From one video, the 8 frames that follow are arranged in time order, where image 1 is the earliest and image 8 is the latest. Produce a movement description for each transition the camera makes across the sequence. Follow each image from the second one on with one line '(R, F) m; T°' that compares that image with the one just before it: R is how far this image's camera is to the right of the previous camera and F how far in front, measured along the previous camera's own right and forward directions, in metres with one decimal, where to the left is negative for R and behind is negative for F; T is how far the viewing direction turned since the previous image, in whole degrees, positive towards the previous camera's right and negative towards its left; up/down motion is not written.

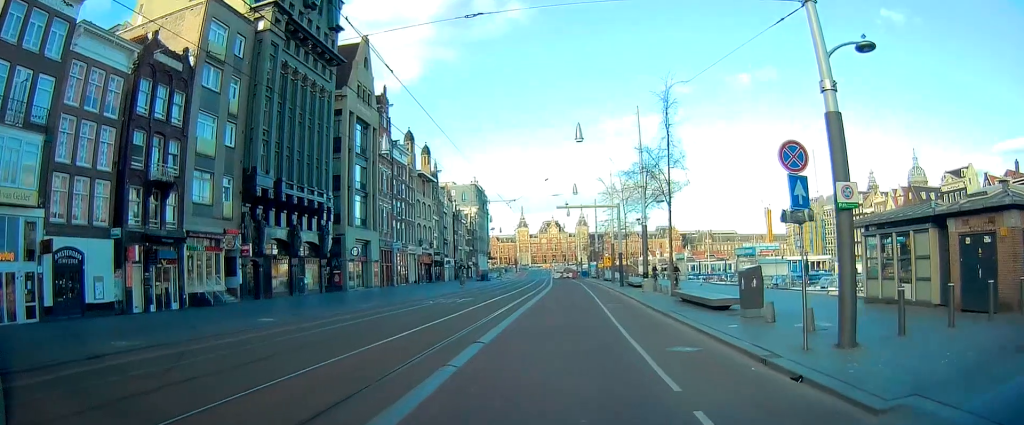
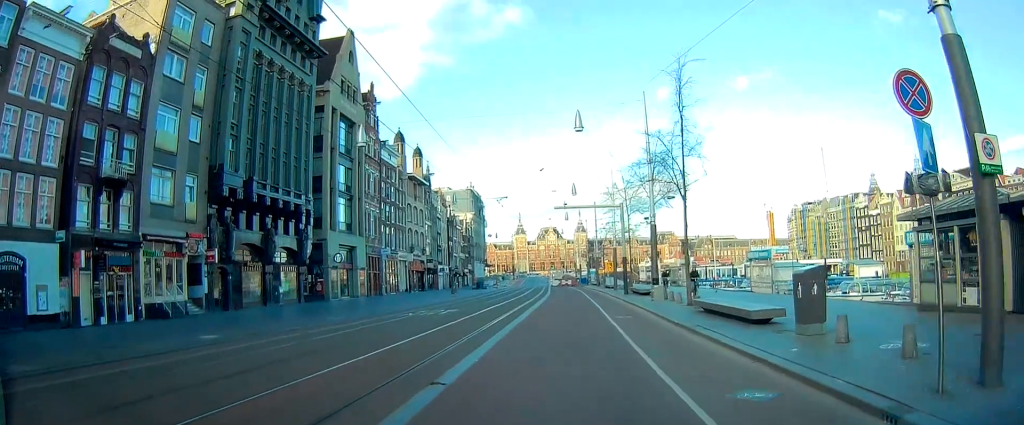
(+0.2, +4.0) m; +3°
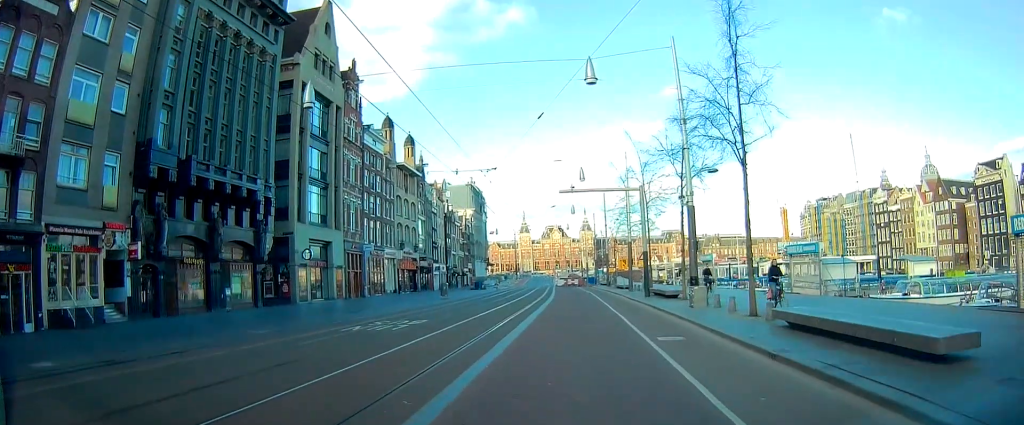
(+0.1, +7.6) m; 0°
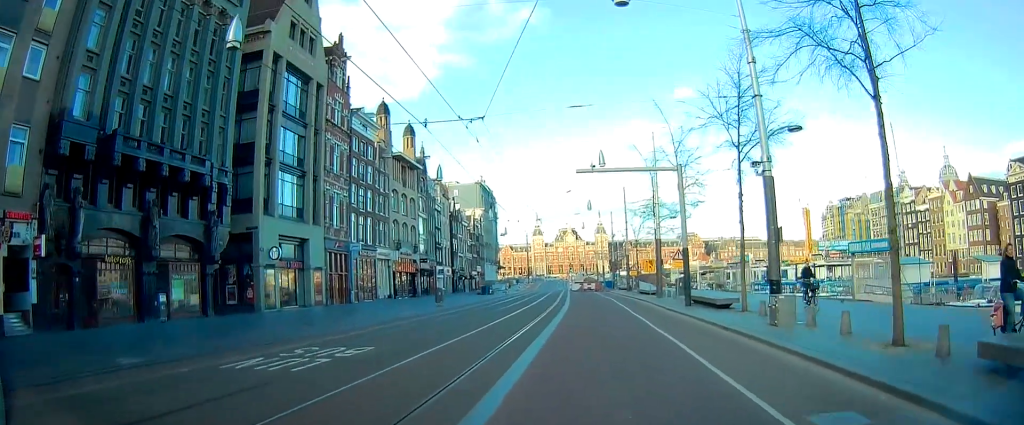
(-0.1, +7.4) m; -2°
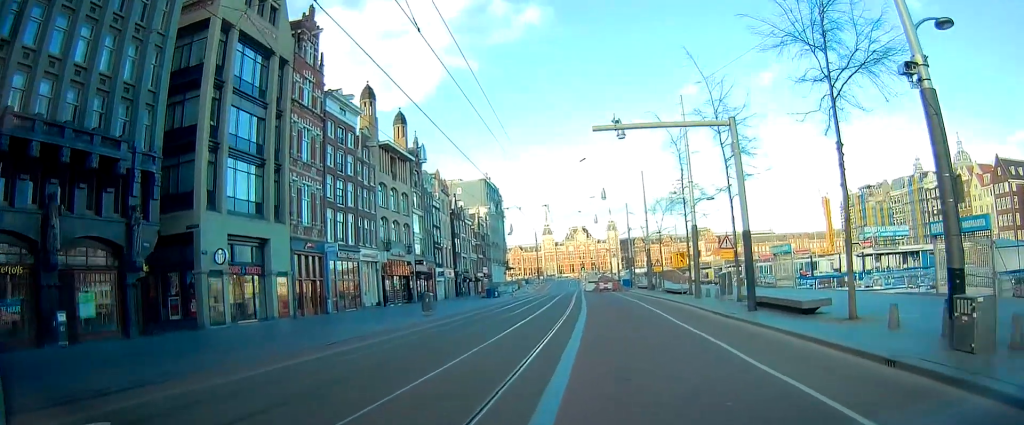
(-0.2, +7.5) m; -2°
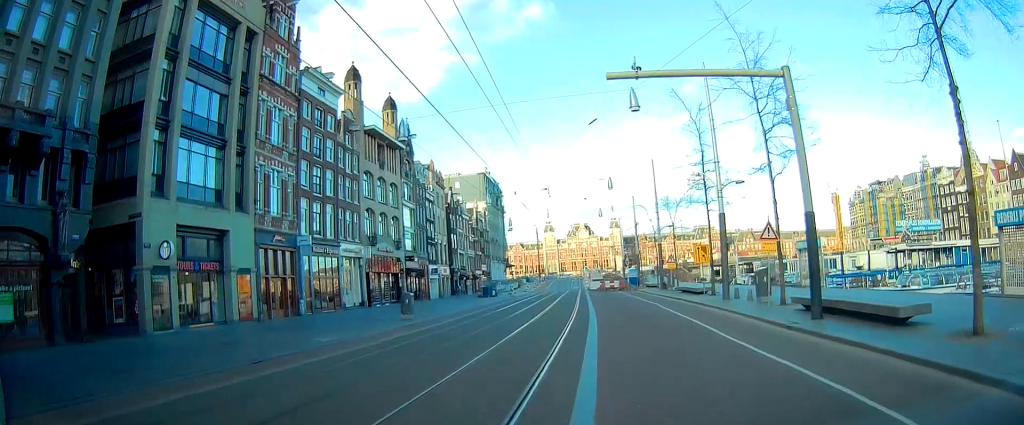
(0.0, +5.0) m; -1°
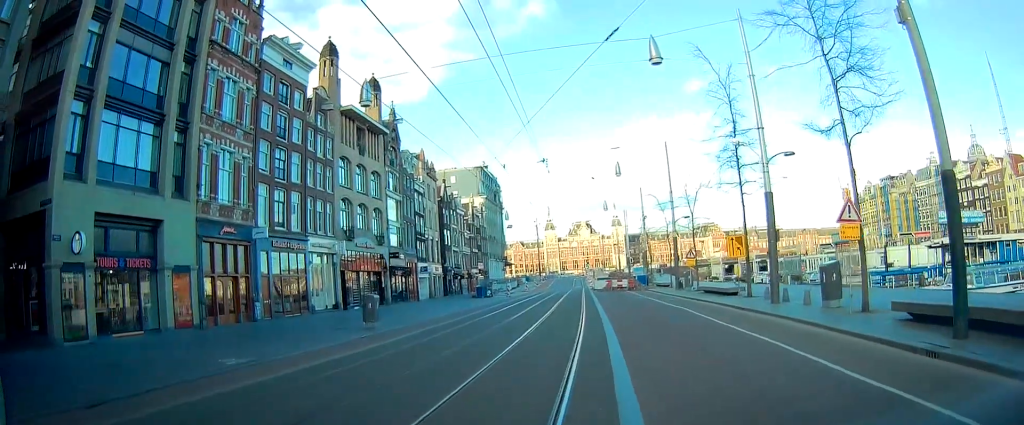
(0.0, +6.0) m; -1°
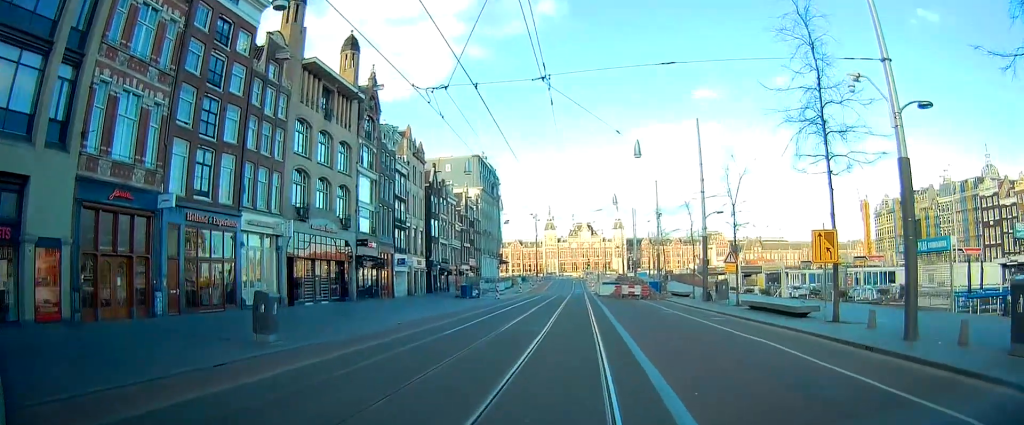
(-0.2, +9.0) m; -2°
